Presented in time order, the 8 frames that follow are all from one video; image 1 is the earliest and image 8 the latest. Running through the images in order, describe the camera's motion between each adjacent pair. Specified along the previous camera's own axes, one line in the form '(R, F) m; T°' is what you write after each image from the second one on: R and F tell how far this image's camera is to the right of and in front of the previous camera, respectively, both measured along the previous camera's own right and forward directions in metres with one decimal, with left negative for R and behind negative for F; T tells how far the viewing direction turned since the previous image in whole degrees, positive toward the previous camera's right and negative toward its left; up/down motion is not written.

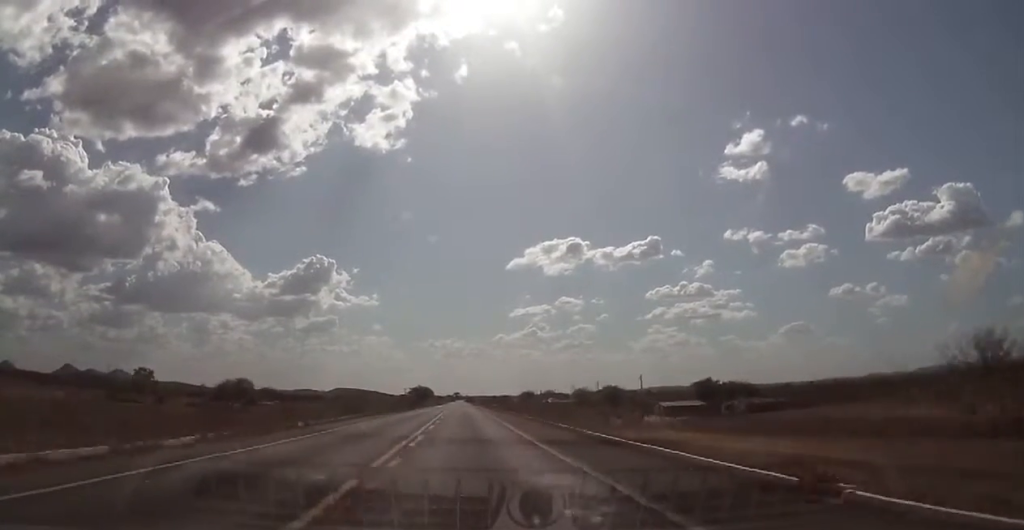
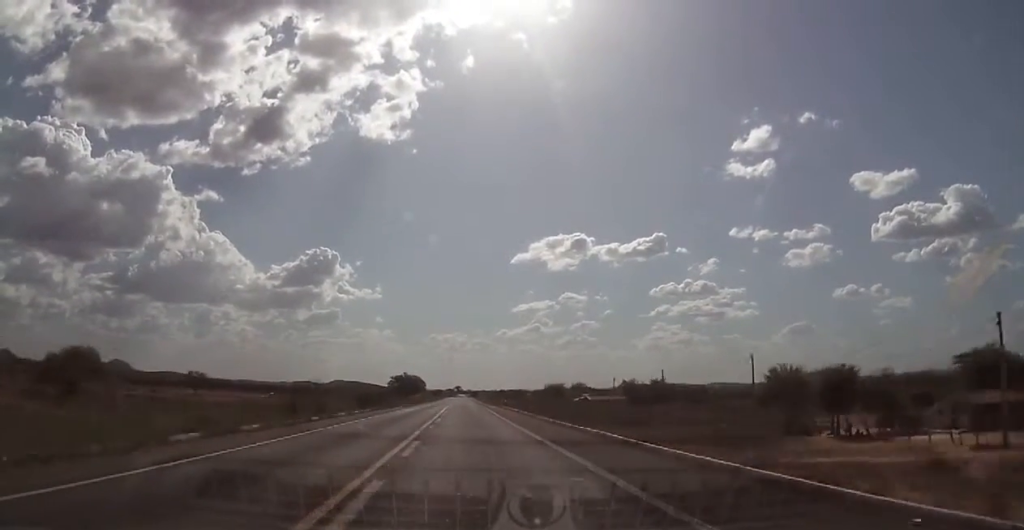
(-0.1, +82.1) m; +1°
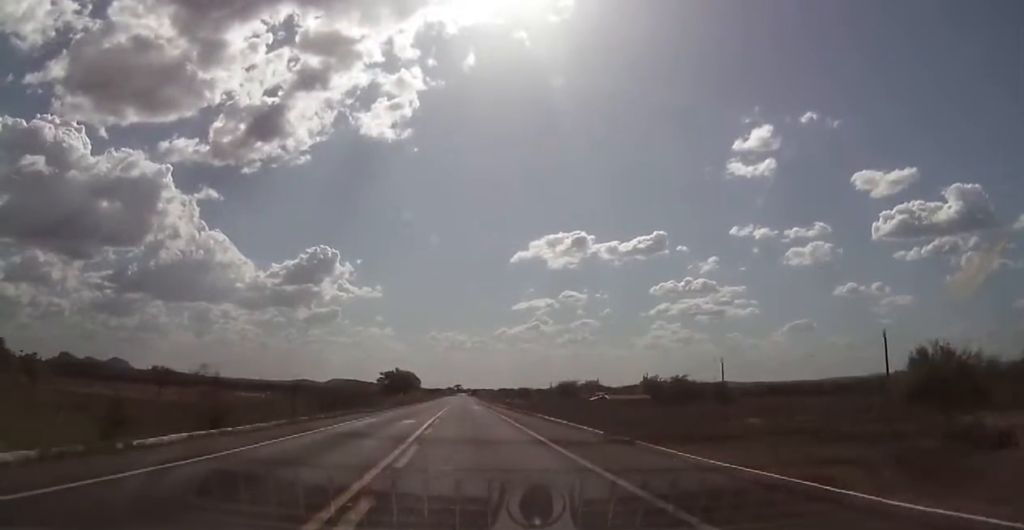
(+0.1, +25.1) m; 0°
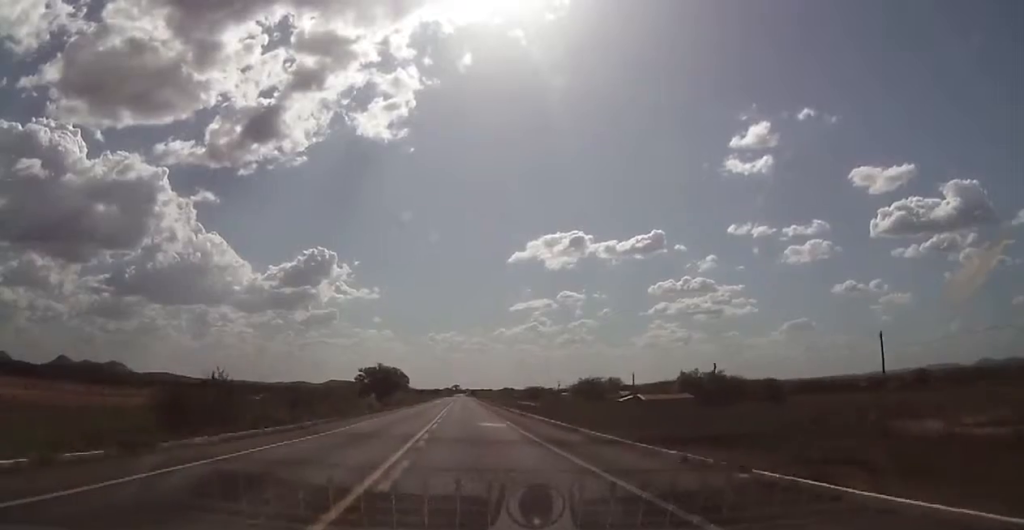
(-0.1, +34.0) m; 0°
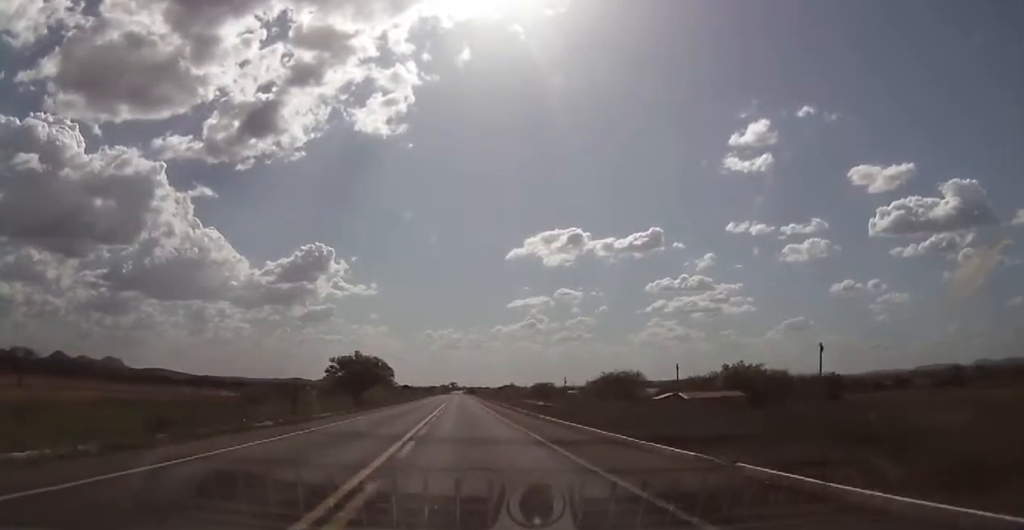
(-0.1, +27.8) m; 0°
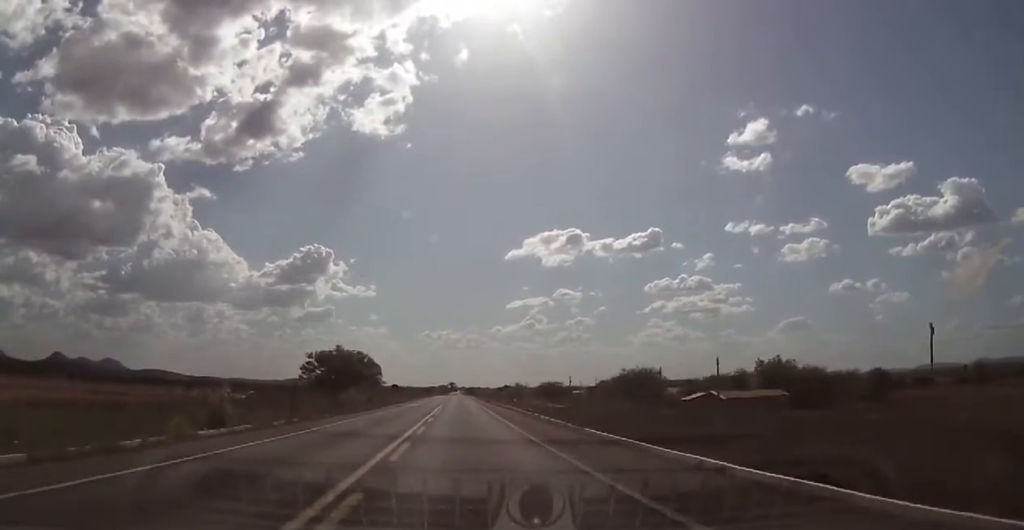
(-0.1, +16.4) m; 0°
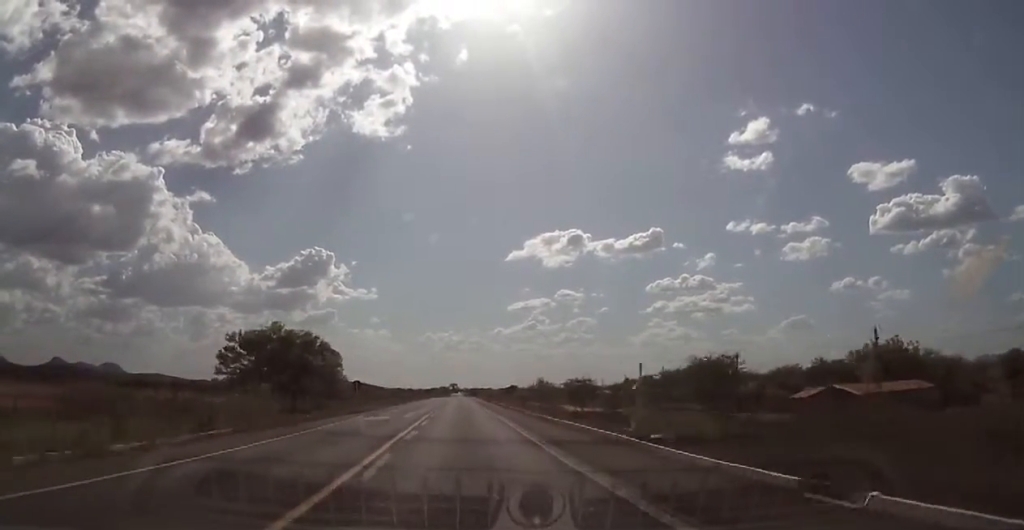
(+0.2, +34.1) m; 0°
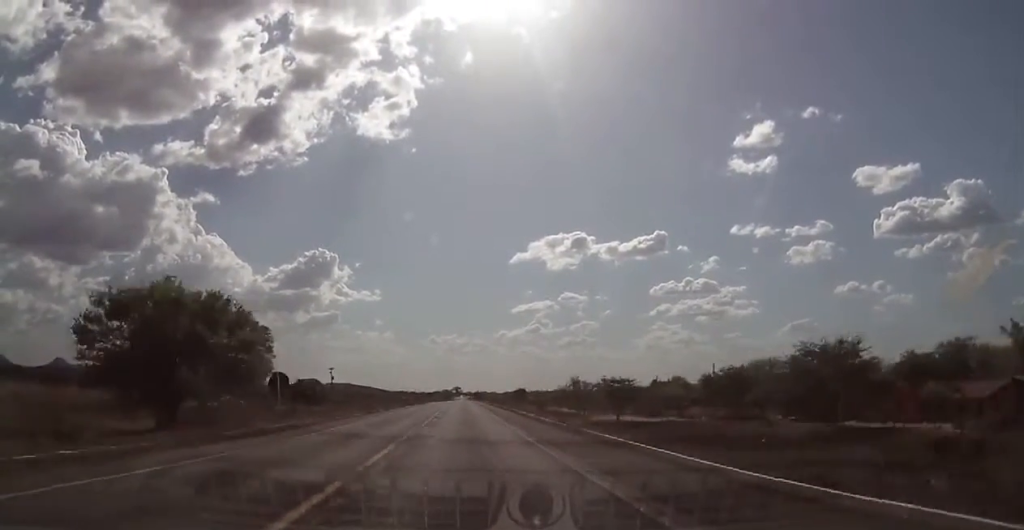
(+0.1, +25.3) m; 0°
